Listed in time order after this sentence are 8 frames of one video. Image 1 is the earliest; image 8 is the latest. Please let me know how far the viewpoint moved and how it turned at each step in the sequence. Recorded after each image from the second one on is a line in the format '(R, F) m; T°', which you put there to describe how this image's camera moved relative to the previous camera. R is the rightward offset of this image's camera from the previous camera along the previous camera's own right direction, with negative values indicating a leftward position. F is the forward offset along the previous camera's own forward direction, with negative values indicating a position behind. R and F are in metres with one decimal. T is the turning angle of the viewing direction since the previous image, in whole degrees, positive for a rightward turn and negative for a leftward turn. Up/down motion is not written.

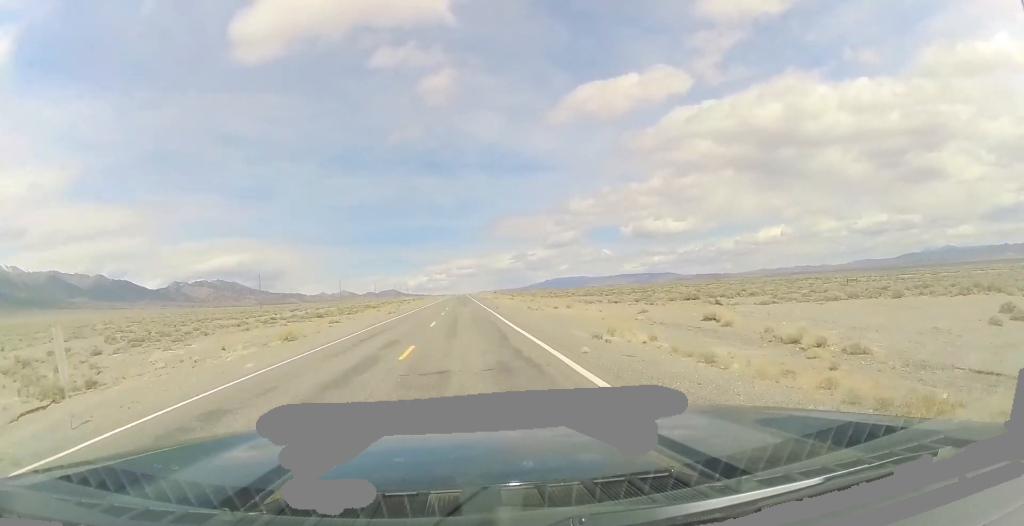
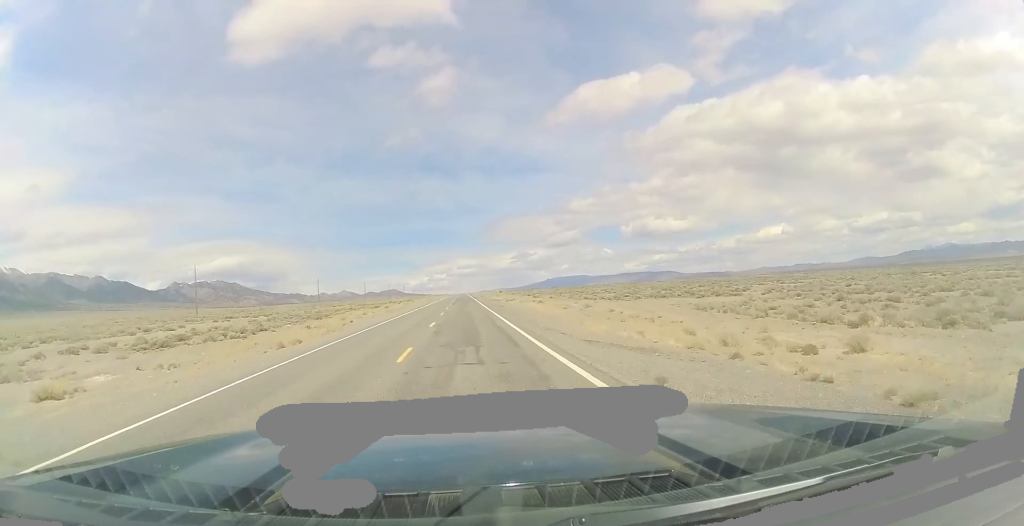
(-0.6, +41.2) m; 0°
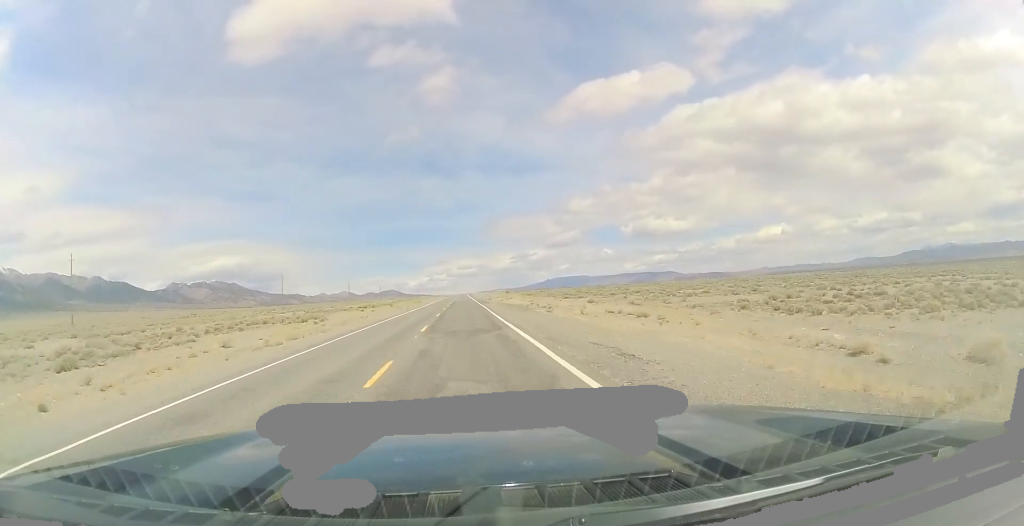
(+0.9, +44.5) m; +1°
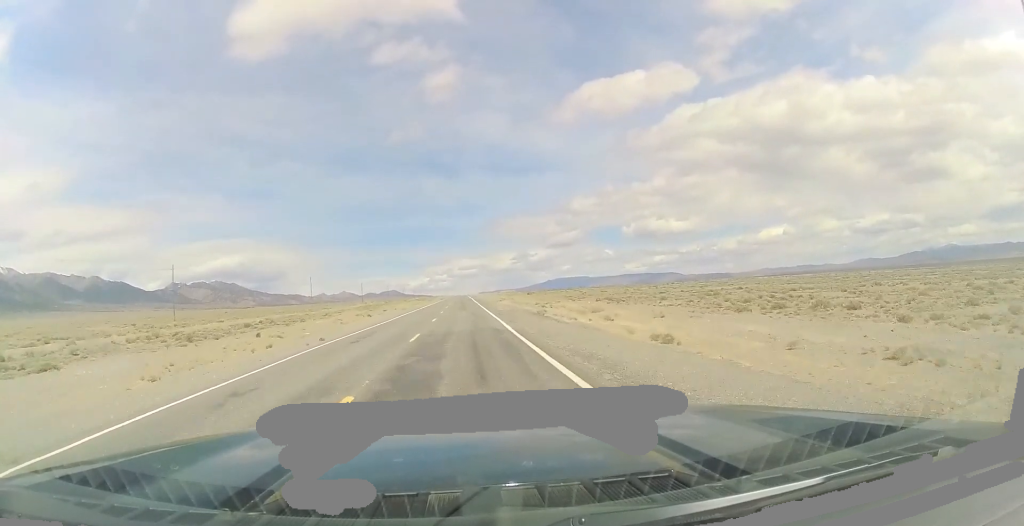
(-0.7, +72.5) m; -1°
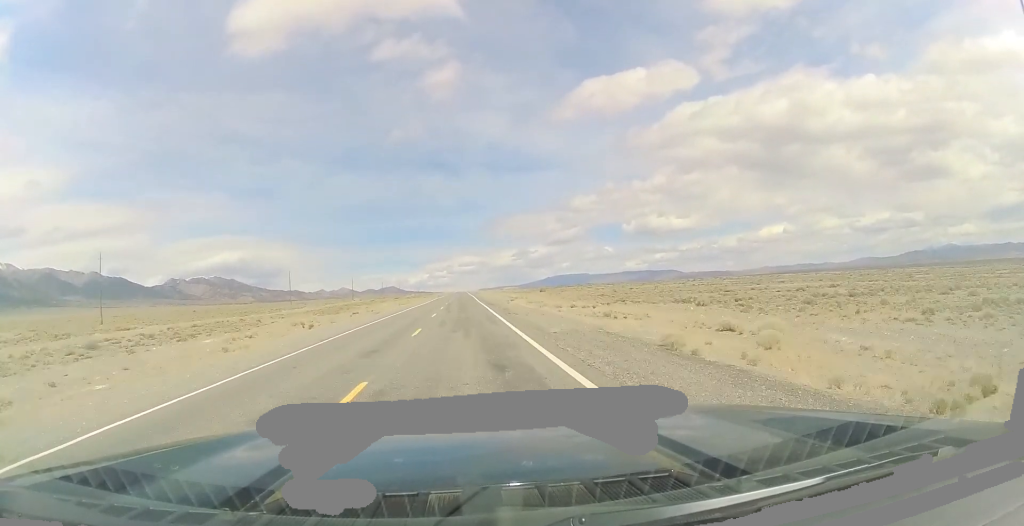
(-0.6, +25.9) m; -1°
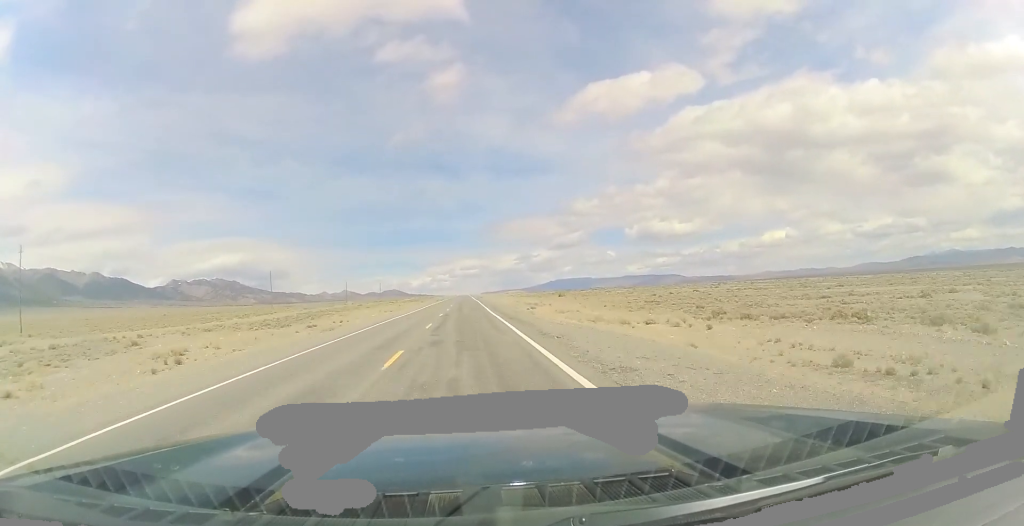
(0.0, +21.3) m; 0°
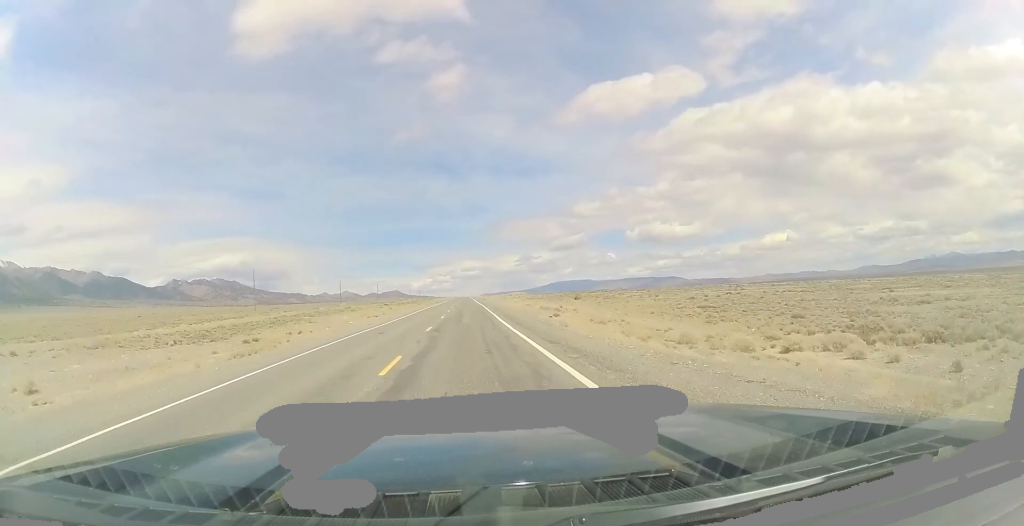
(+0.2, +14.6) m; 0°
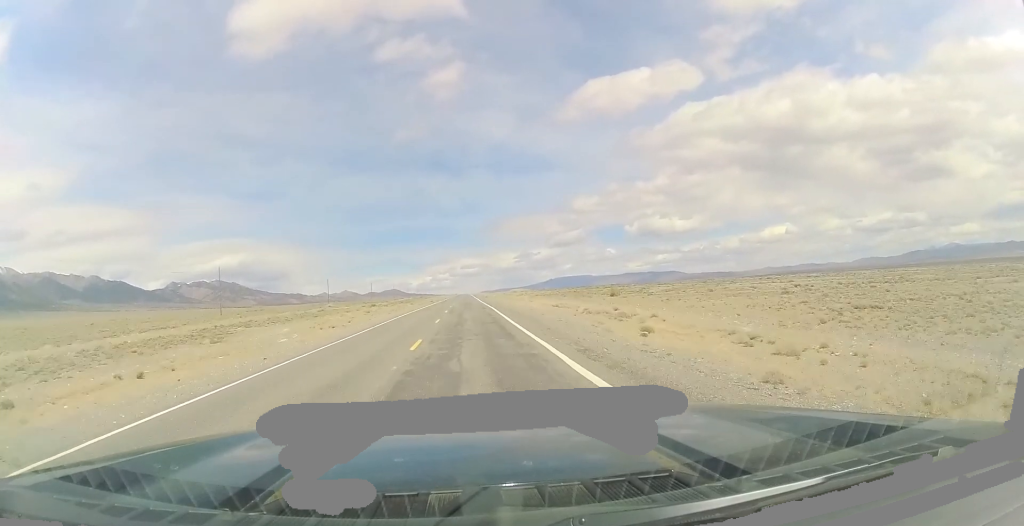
(-0.1, +22.5) m; 0°
